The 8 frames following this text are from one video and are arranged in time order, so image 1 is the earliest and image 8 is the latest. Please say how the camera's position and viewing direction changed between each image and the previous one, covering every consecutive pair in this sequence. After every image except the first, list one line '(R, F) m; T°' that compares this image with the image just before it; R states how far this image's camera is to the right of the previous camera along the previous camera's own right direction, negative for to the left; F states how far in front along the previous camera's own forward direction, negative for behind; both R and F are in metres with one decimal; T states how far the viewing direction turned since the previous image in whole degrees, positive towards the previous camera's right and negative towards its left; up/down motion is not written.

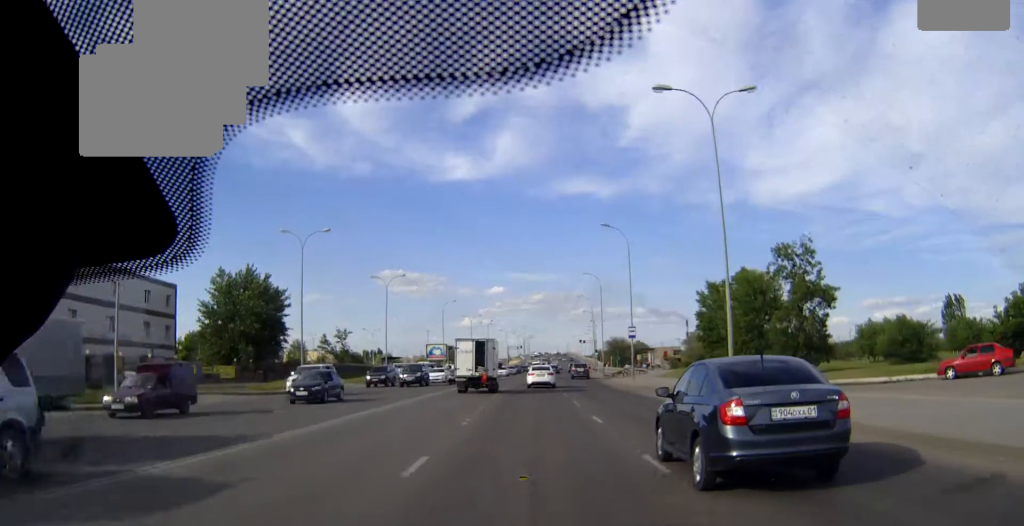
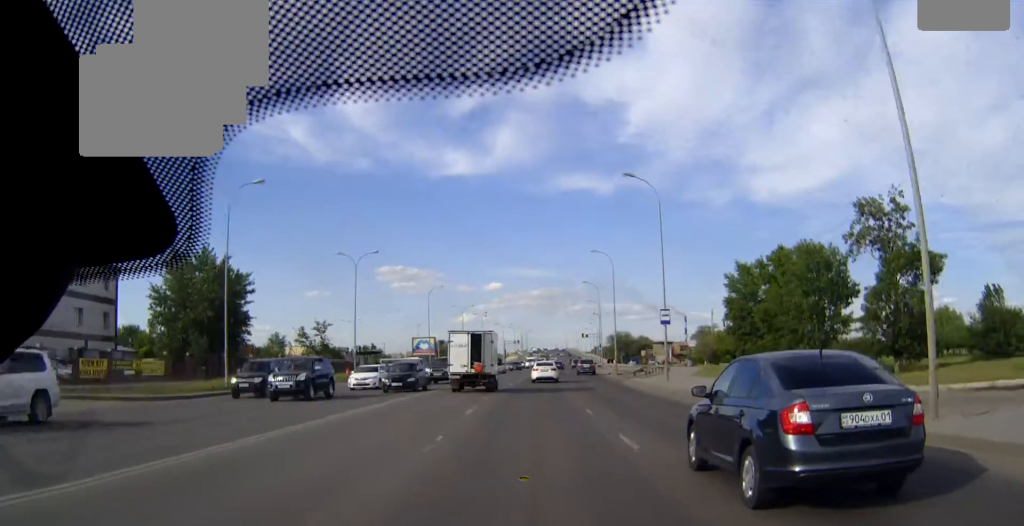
(0.0, +13.9) m; 0°
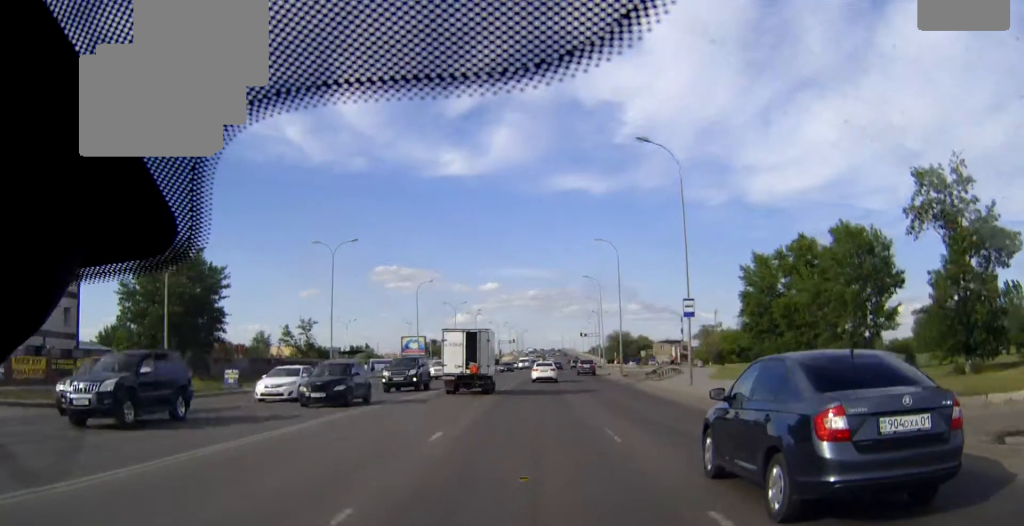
(0.0, +7.0) m; 0°
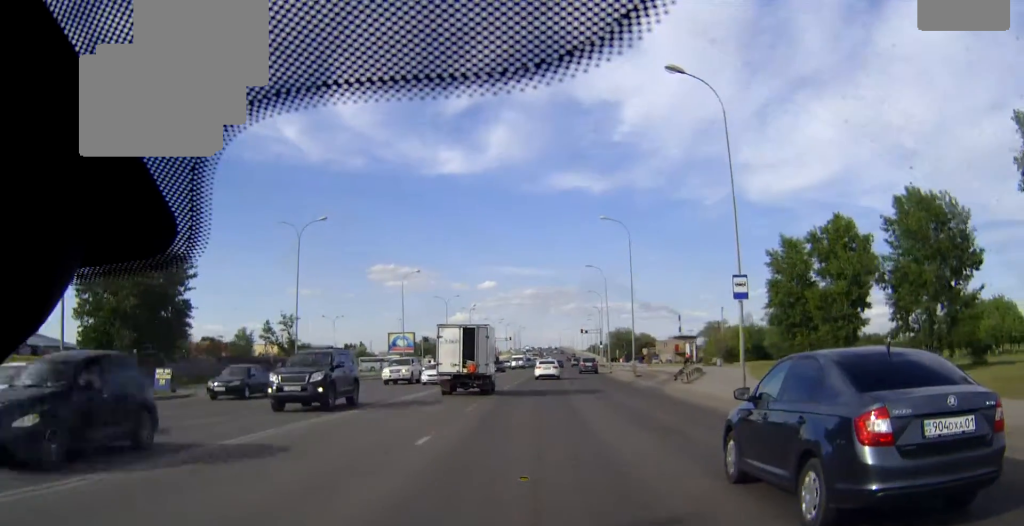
(0.0, +9.0) m; 0°
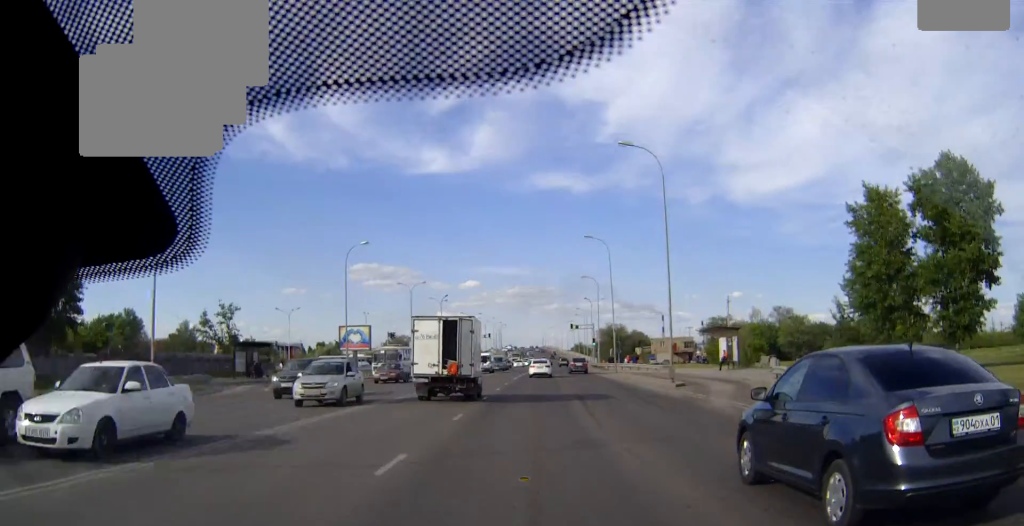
(+0.2, +20.4) m; +1°
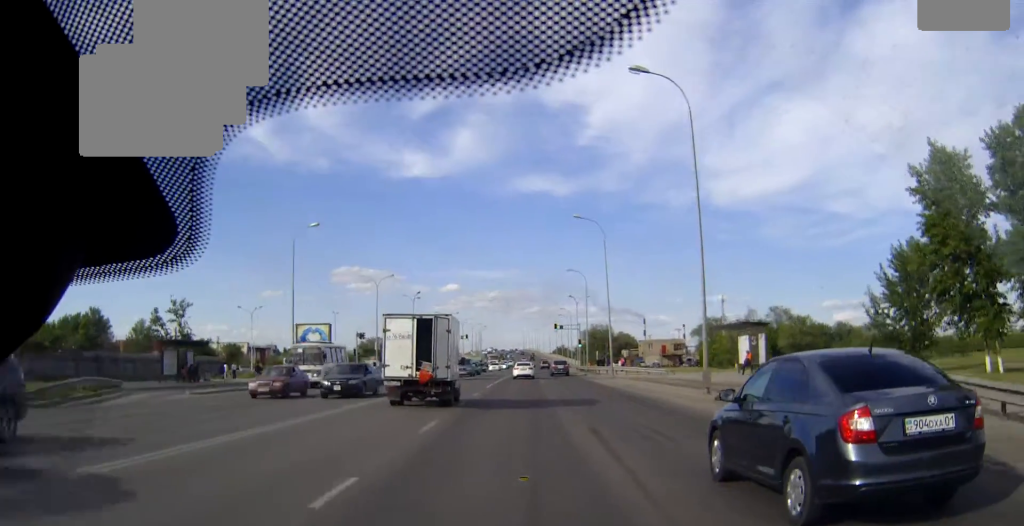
(0.0, +10.6) m; +1°
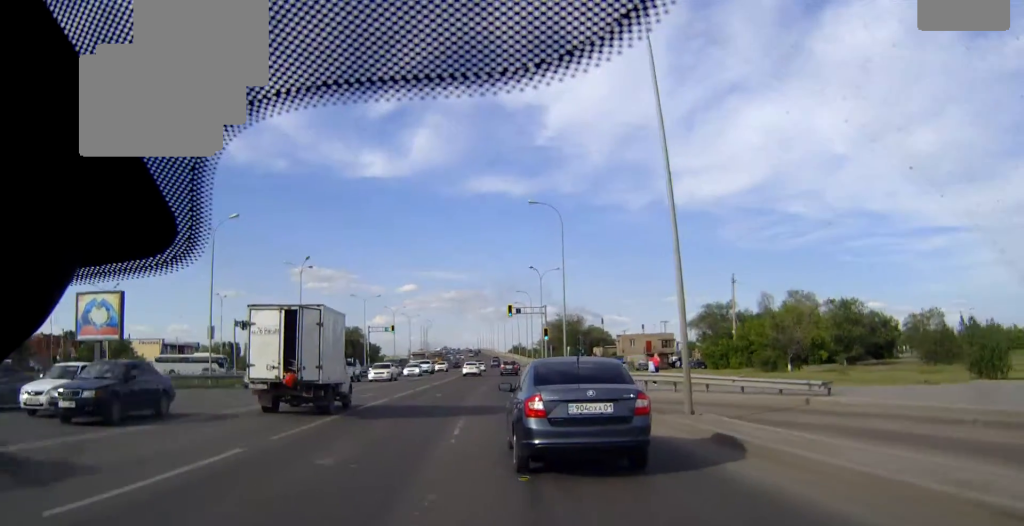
(+1.5, +37.2) m; +3°
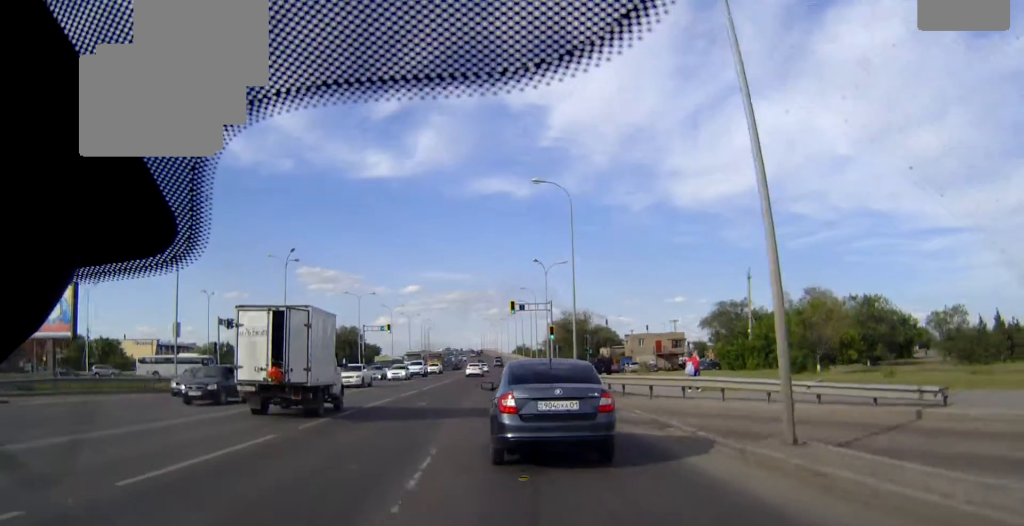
(0.0, +6.2) m; 0°
